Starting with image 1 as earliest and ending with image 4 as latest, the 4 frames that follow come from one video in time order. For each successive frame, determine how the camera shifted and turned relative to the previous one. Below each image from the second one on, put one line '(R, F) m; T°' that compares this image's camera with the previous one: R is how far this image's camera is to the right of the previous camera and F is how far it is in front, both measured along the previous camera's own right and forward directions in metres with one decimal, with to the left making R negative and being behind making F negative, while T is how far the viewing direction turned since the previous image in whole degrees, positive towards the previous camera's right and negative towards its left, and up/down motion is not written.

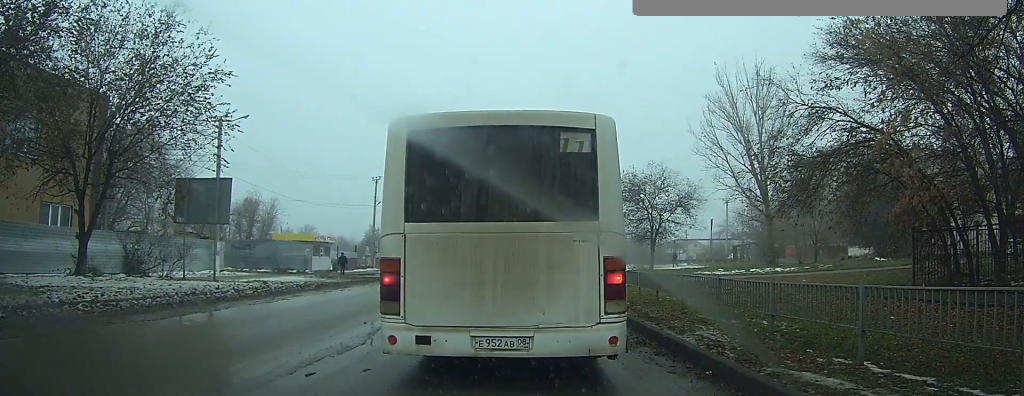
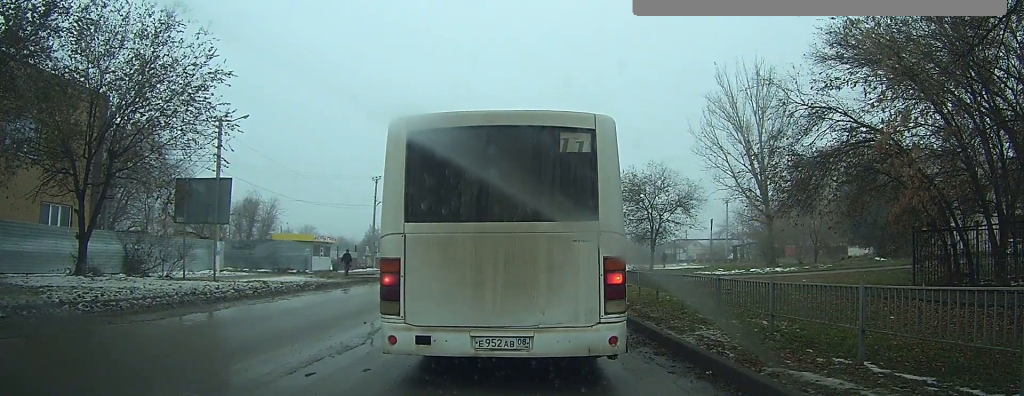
(+0.1, +0.1) m; 0°
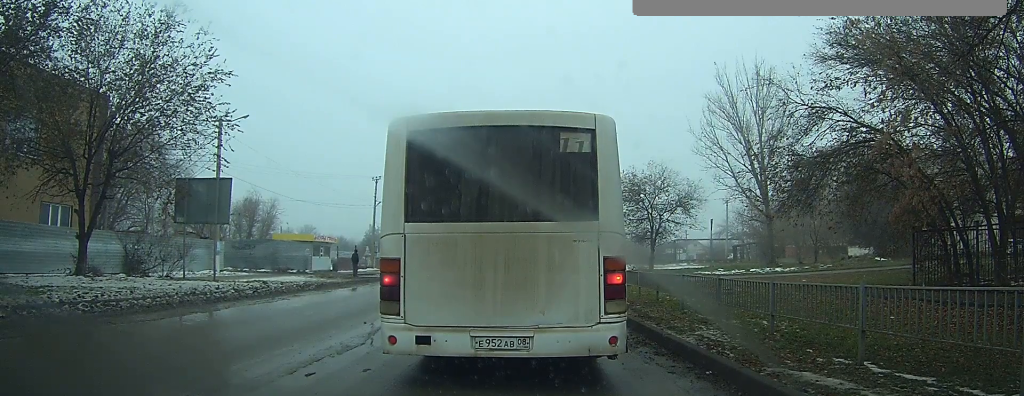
(0.0, 0.0) m; 0°
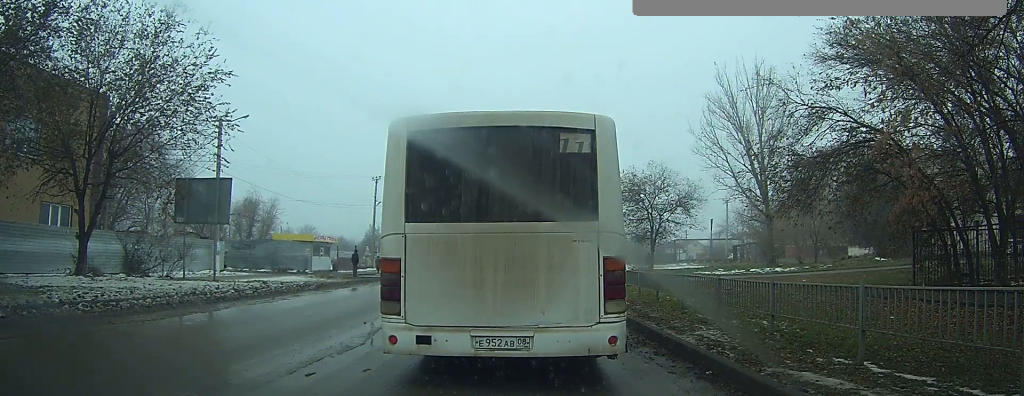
(0.0, 0.0) m; 0°
